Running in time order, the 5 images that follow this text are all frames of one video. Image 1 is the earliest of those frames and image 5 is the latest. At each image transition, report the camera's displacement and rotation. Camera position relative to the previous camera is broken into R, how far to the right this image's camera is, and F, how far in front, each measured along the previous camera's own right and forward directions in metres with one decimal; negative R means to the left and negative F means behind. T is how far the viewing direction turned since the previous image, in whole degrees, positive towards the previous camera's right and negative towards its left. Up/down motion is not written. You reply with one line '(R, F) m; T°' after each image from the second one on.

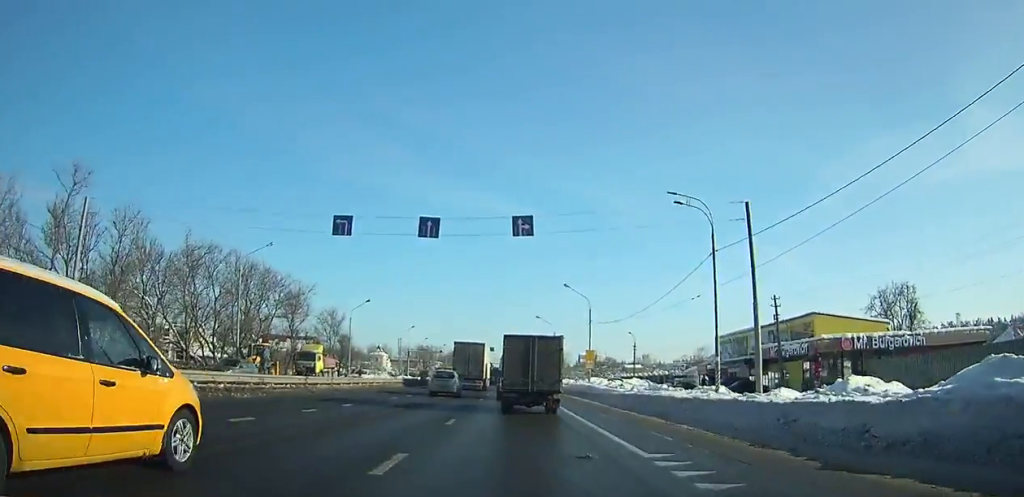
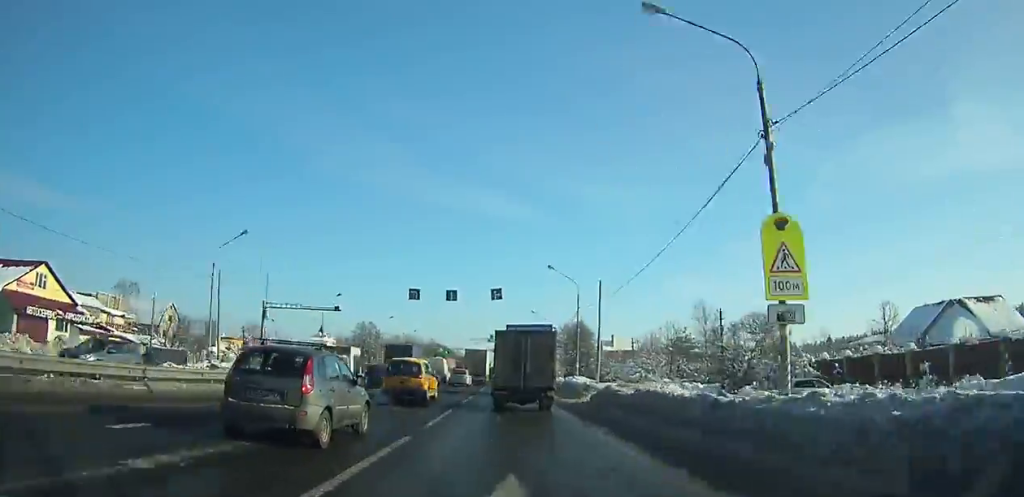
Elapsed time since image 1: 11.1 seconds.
(-0.6, +83.6) m; 0°
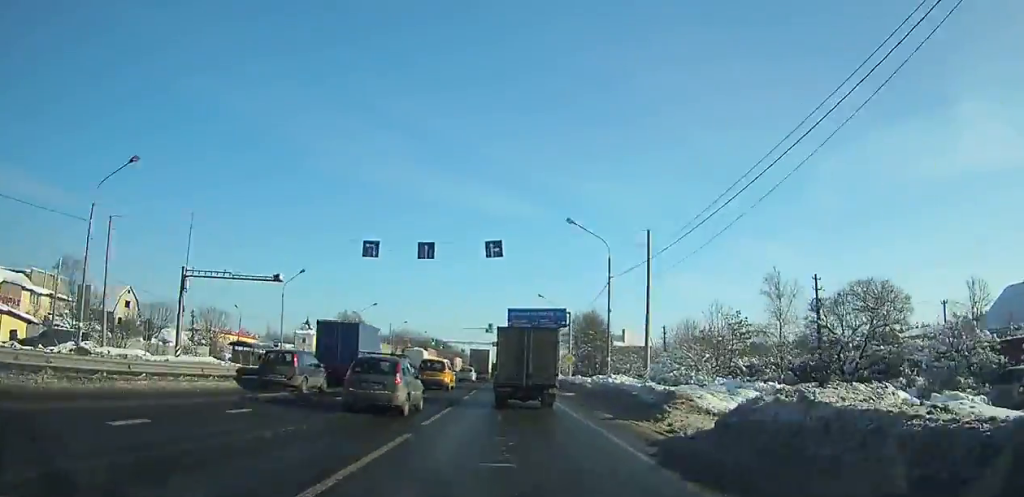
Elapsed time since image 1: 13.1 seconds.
(0.0, +16.6) m; 0°
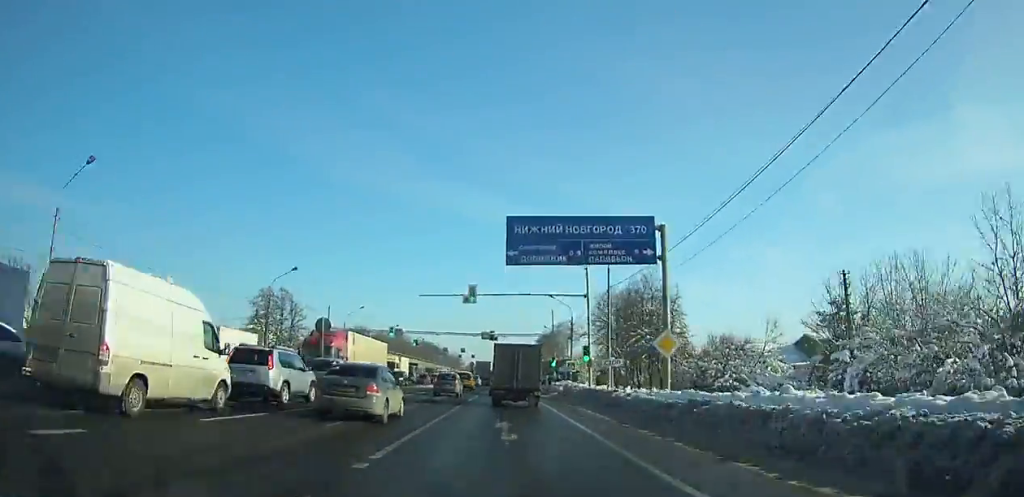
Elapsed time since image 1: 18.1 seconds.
(+0.1, +42.7) m; +1°
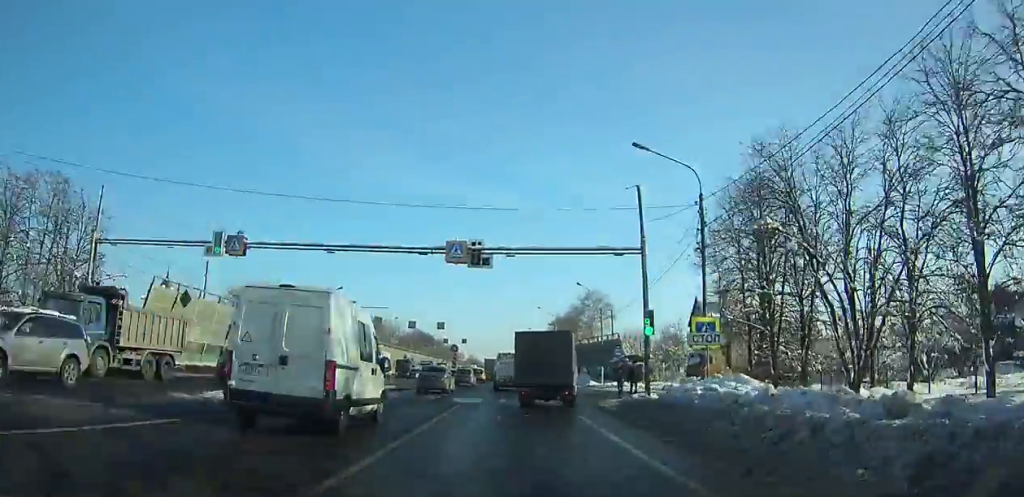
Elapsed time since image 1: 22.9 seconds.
(+0.1, +42.4) m; 0°
